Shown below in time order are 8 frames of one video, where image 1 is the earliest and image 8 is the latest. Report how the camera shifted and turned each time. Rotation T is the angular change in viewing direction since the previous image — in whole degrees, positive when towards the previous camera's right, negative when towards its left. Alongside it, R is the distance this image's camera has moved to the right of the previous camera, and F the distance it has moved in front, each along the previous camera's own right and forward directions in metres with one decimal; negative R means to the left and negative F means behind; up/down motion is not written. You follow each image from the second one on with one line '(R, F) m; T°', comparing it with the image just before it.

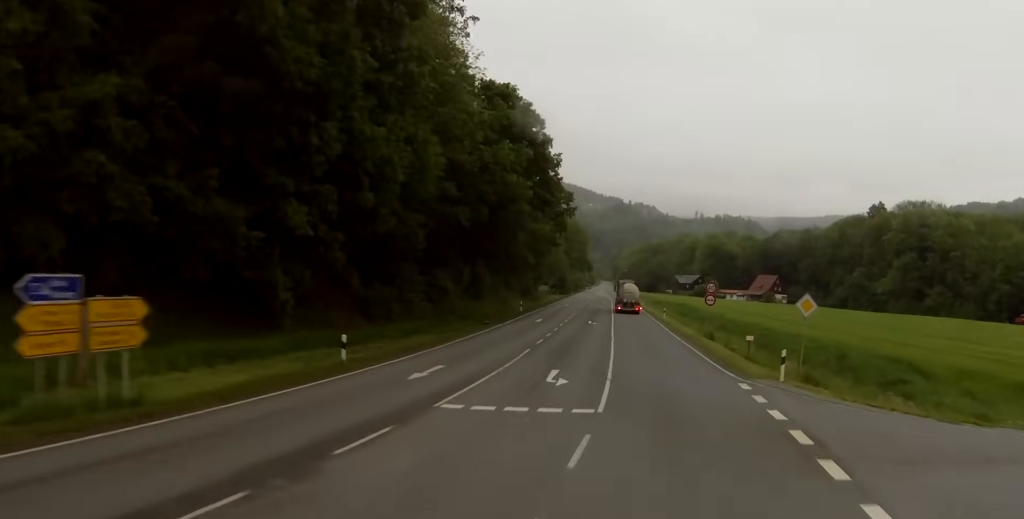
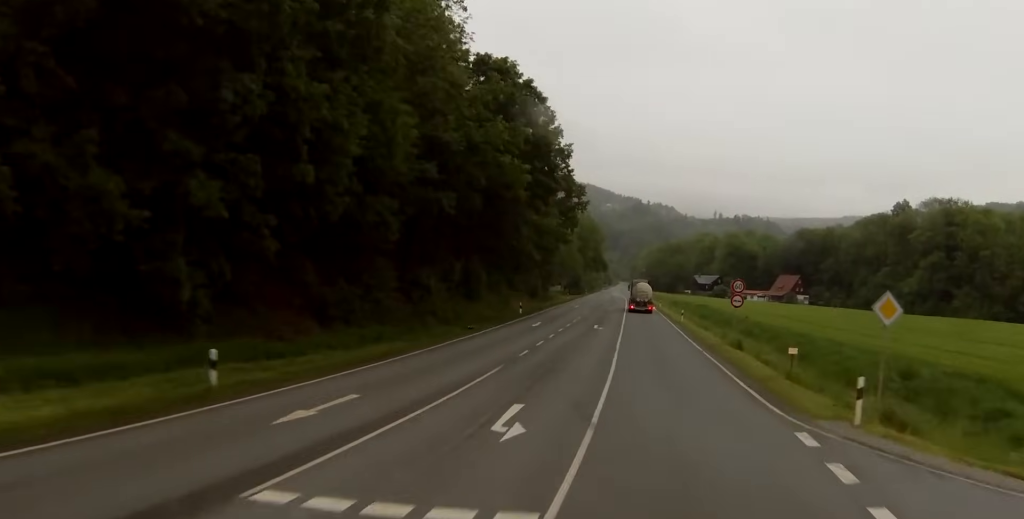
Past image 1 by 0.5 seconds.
(-0.2, +9.3) m; -2°
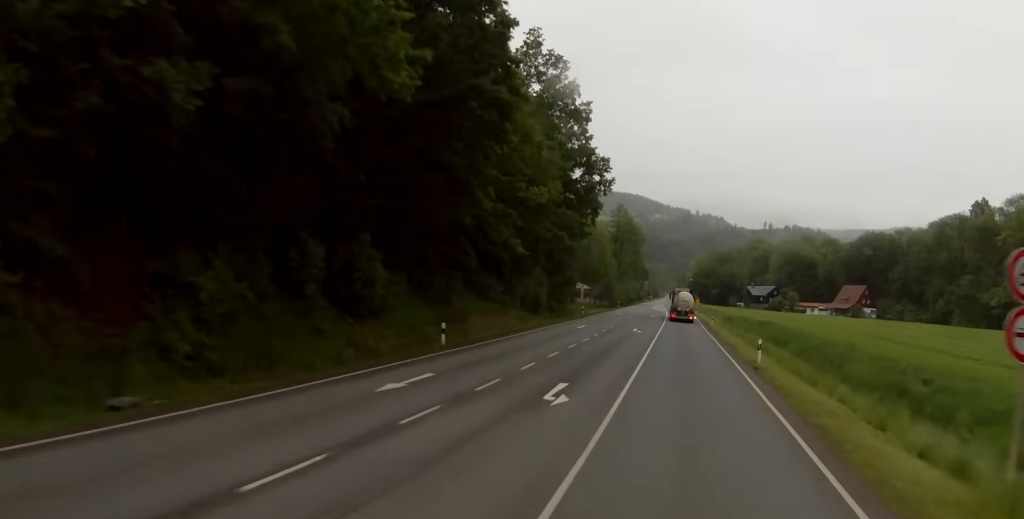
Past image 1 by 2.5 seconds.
(-1.8, +34.3) m; -4°
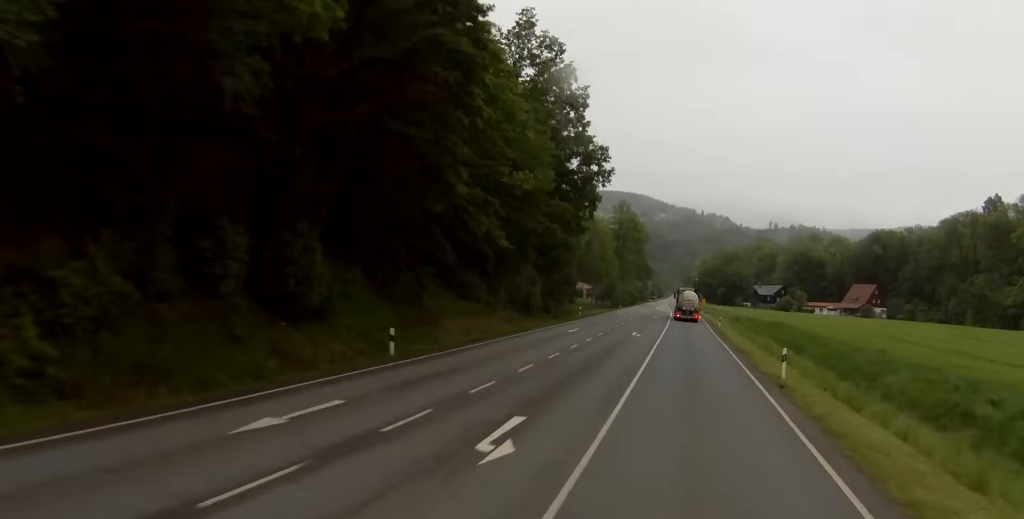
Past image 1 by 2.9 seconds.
(0.0, +6.8) m; 0°
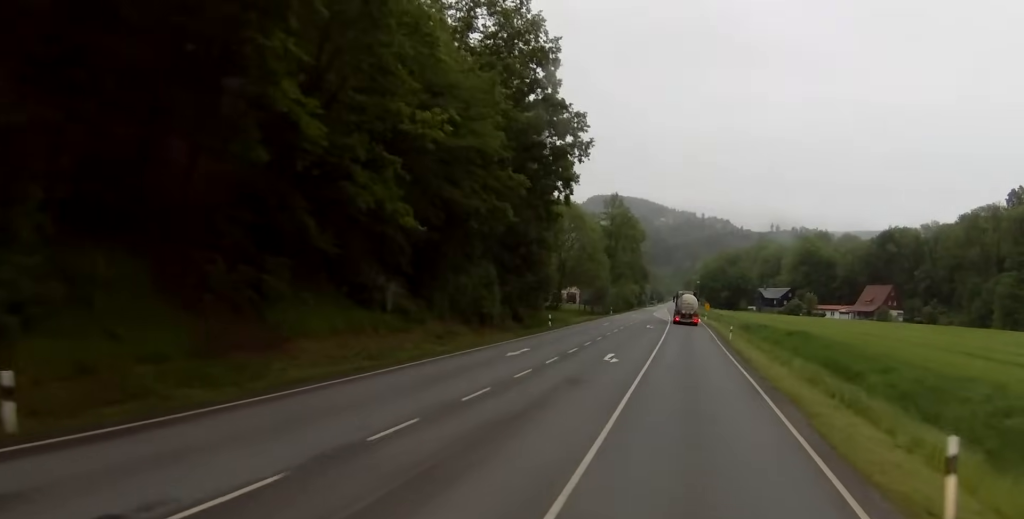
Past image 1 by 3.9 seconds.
(0.0, +16.9) m; 0°
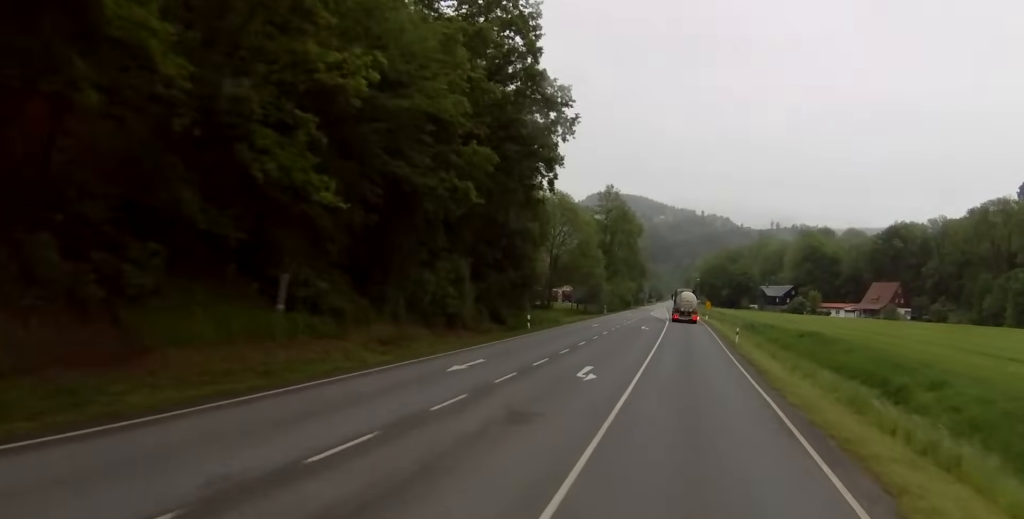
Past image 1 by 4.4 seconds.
(0.0, +7.3) m; 0°
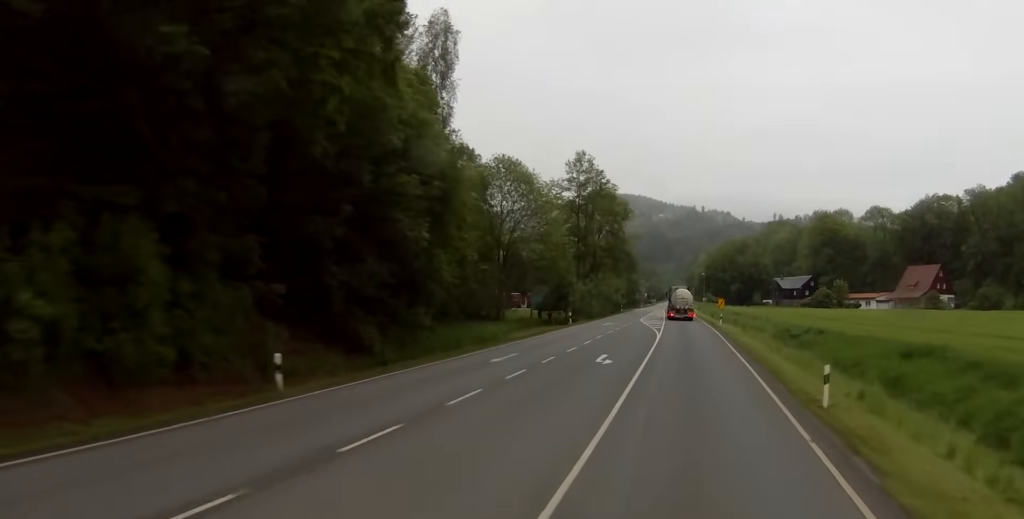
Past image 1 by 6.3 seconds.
(-0.1, +29.5) m; 0°
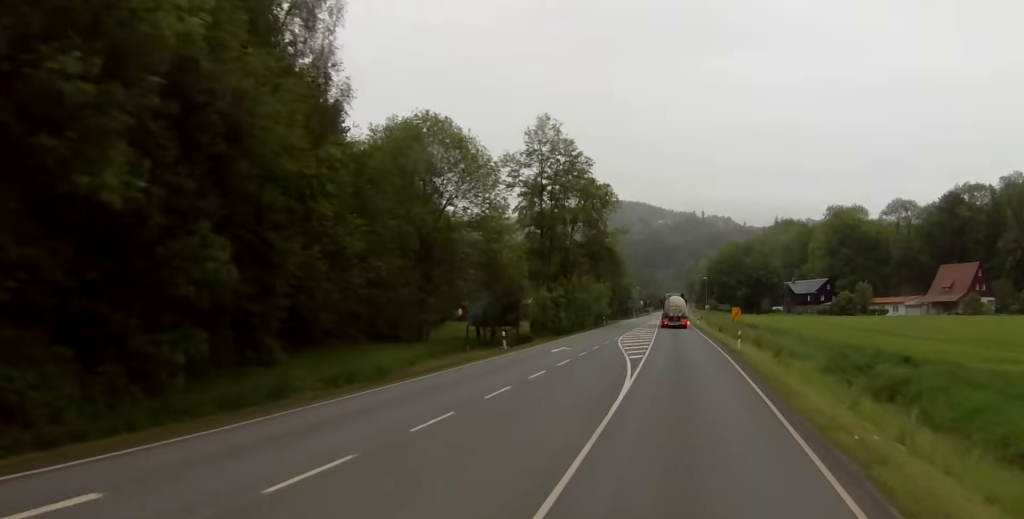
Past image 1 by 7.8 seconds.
(0.0, +26.0) m; 0°
